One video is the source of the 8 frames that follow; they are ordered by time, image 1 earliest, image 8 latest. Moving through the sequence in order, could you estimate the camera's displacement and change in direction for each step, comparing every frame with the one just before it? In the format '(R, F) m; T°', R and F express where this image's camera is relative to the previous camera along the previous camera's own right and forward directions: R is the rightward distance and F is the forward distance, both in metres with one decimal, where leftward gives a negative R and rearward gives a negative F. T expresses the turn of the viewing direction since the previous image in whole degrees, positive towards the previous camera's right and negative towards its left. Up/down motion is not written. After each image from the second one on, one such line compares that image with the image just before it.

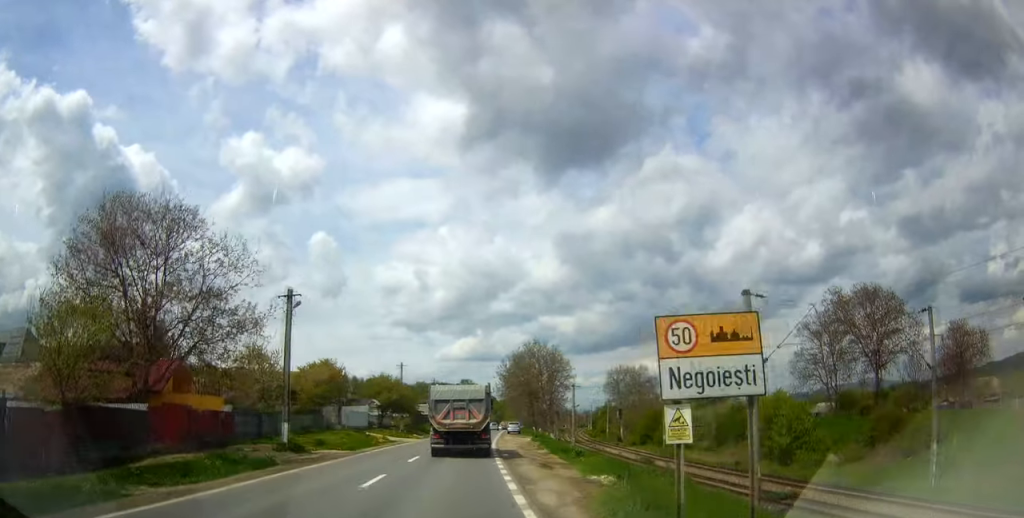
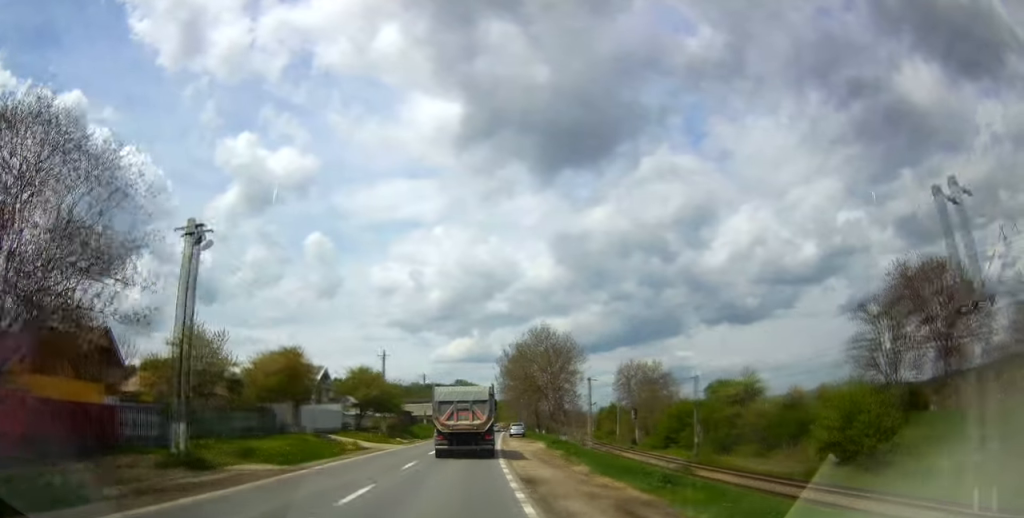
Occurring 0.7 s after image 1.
(-0.5, +11.0) m; 0°
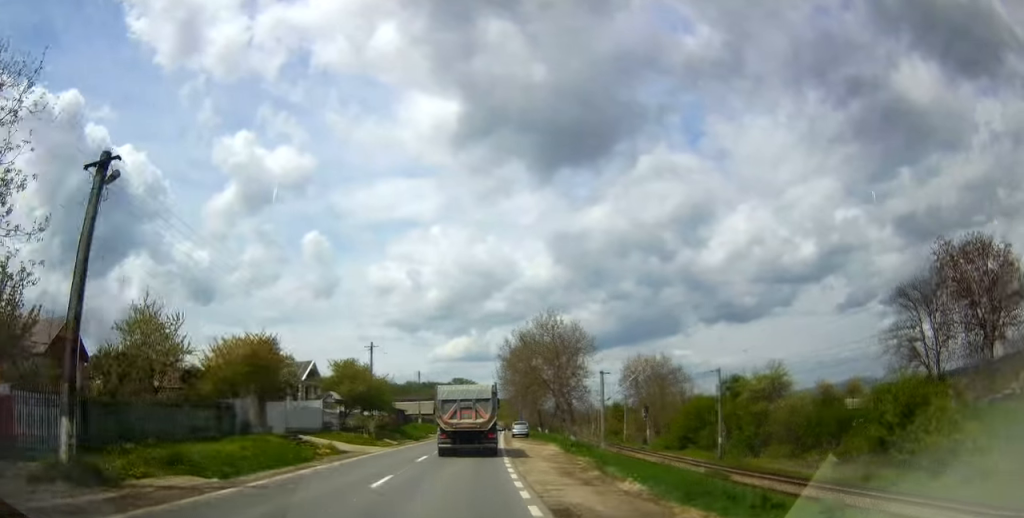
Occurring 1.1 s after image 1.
(+0.3, +6.3) m; +1°
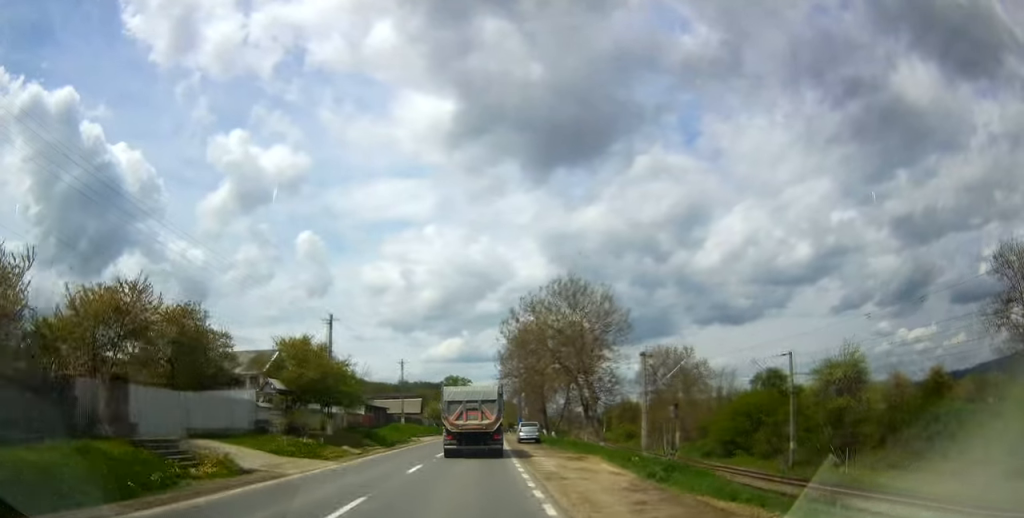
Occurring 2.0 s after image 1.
(+0.4, +13.8) m; +2°
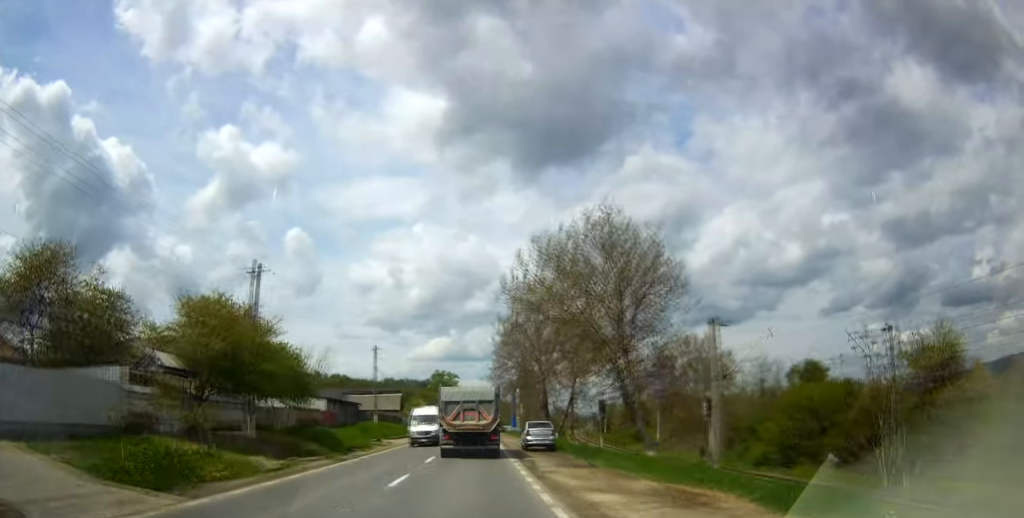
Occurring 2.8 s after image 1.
(+0.1, +12.6) m; +1°
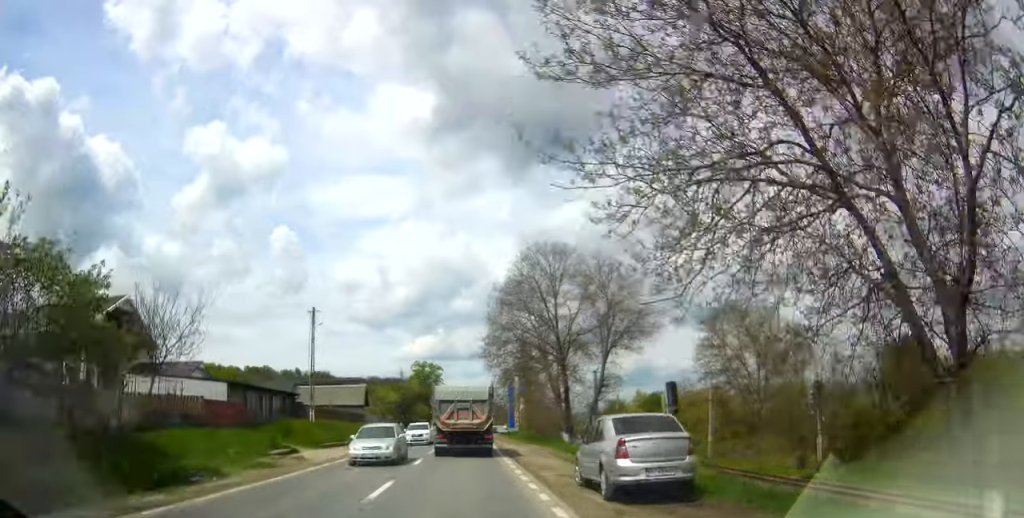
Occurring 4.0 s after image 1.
(+0.2, +20.0) m; 0°
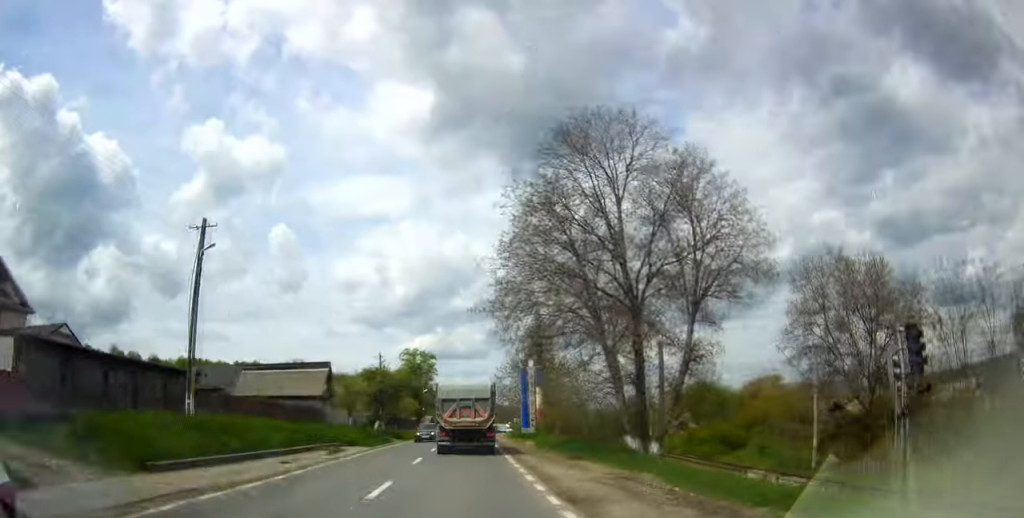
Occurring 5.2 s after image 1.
(0.0, +18.1) m; 0°
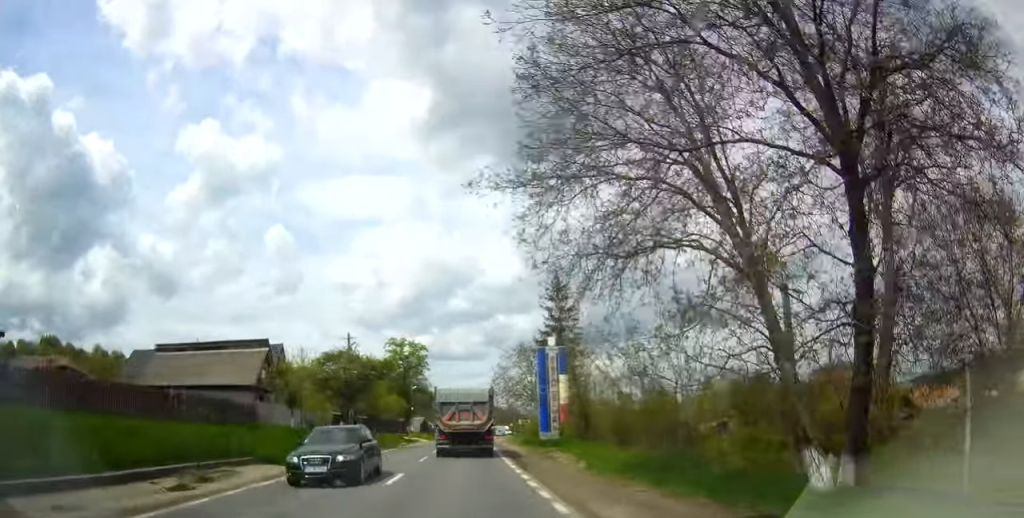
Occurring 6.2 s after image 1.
(0.0, +15.0) m; 0°
